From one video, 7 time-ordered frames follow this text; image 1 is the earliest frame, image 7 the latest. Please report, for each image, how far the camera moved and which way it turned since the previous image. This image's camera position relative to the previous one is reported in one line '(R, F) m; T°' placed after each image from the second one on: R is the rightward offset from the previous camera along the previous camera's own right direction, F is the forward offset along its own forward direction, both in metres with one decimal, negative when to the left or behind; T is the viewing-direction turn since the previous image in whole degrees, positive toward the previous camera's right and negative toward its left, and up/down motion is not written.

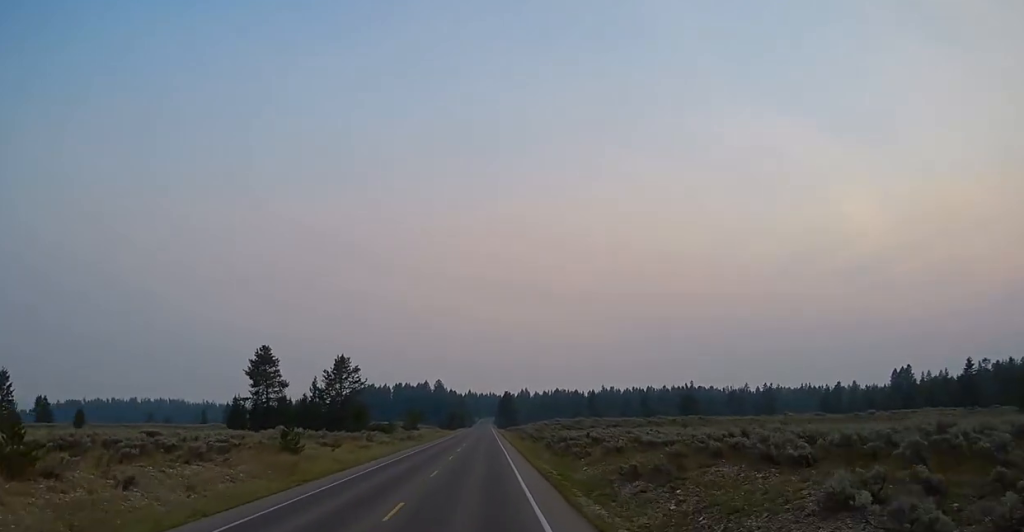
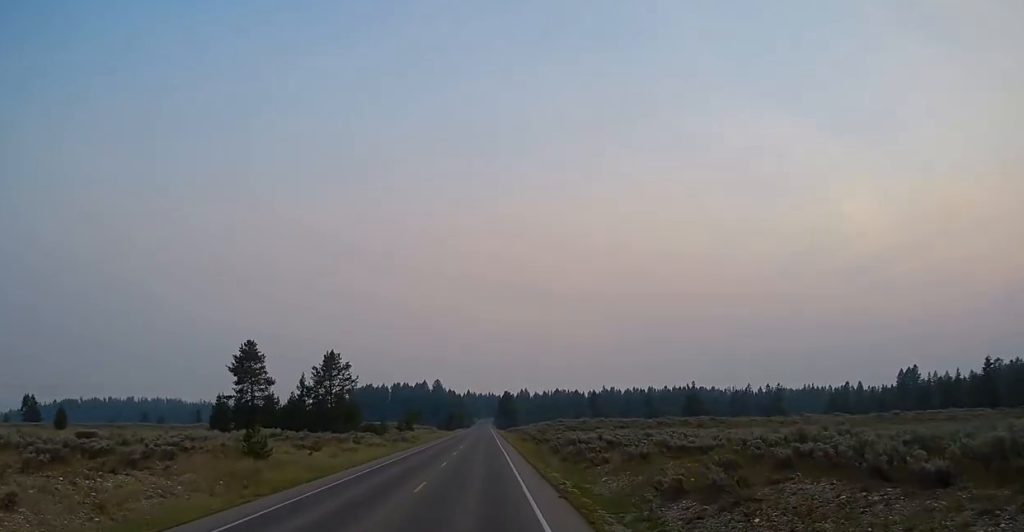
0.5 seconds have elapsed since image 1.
(0.0, +6.0) m; 0°
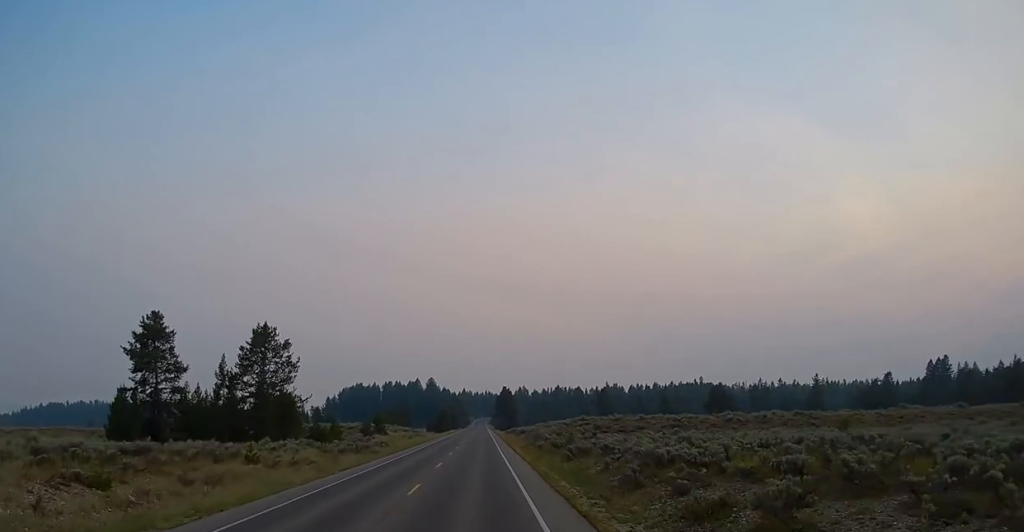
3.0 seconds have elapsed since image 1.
(+0.1, +24.8) m; +1°
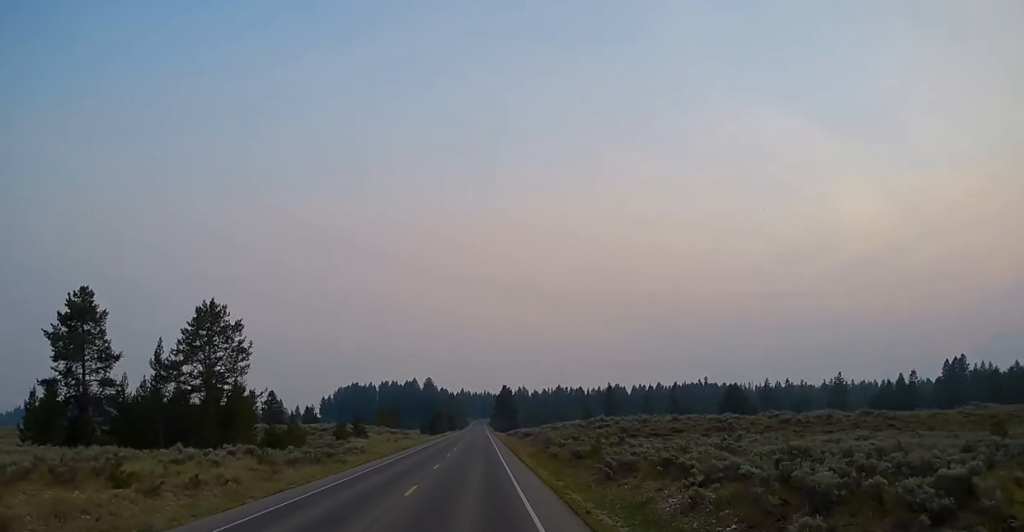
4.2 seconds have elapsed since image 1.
(+0.1, +11.8) m; 0°
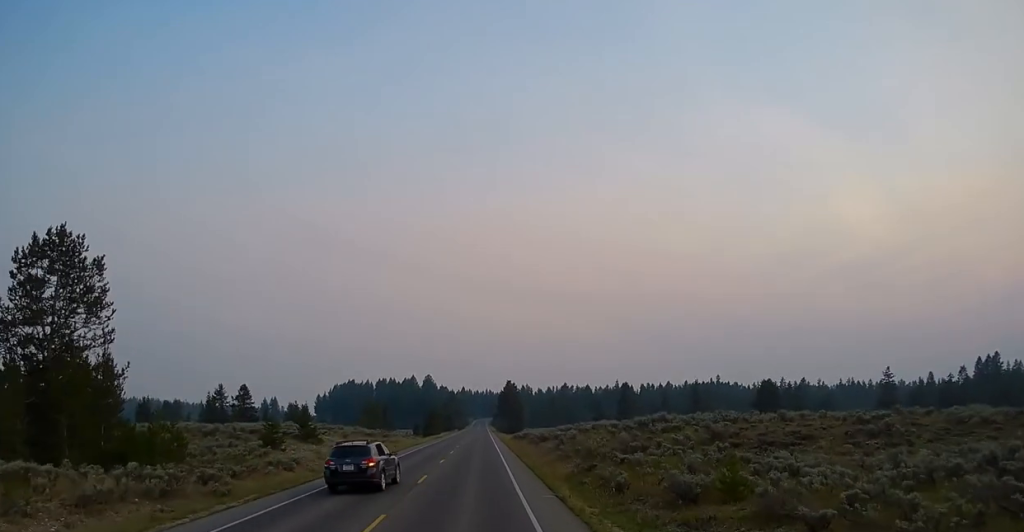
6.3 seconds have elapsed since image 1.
(0.0, +20.5) m; 0°
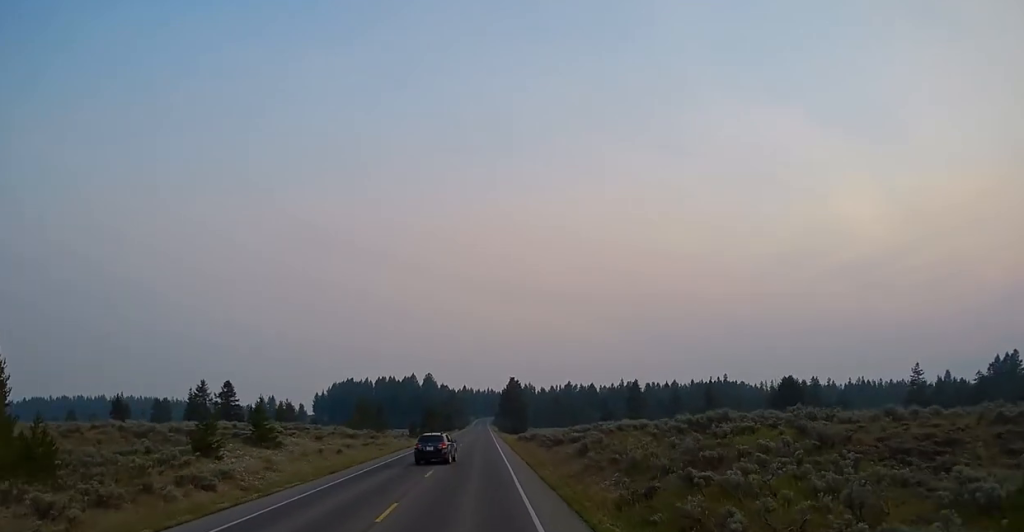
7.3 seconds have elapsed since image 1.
(0.0, +9.8) m; 0°
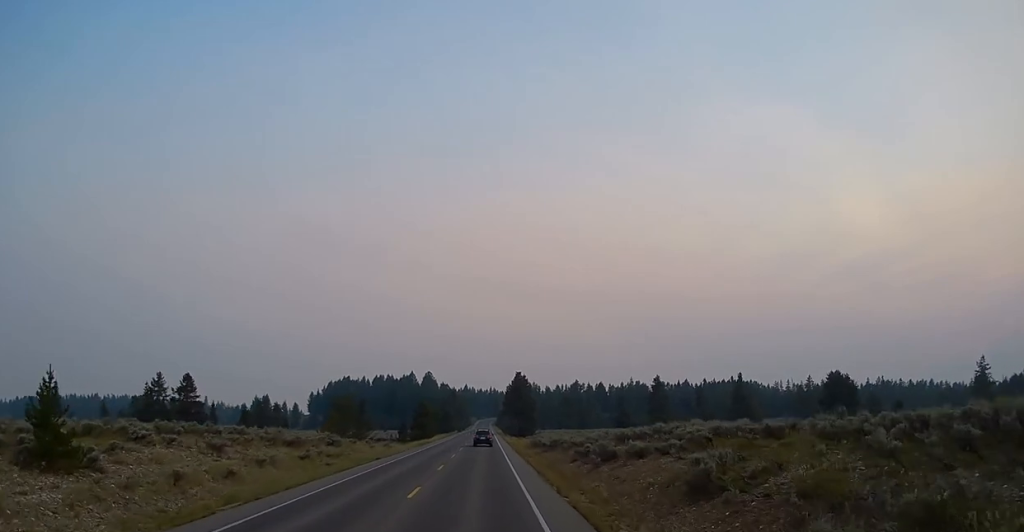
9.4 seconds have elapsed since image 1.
(-0.1, +18.8) m; -1°
